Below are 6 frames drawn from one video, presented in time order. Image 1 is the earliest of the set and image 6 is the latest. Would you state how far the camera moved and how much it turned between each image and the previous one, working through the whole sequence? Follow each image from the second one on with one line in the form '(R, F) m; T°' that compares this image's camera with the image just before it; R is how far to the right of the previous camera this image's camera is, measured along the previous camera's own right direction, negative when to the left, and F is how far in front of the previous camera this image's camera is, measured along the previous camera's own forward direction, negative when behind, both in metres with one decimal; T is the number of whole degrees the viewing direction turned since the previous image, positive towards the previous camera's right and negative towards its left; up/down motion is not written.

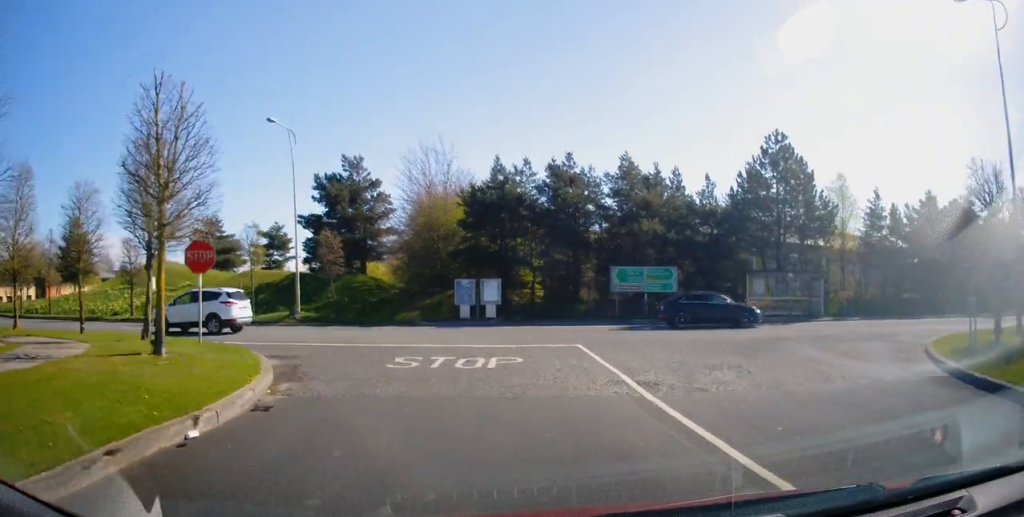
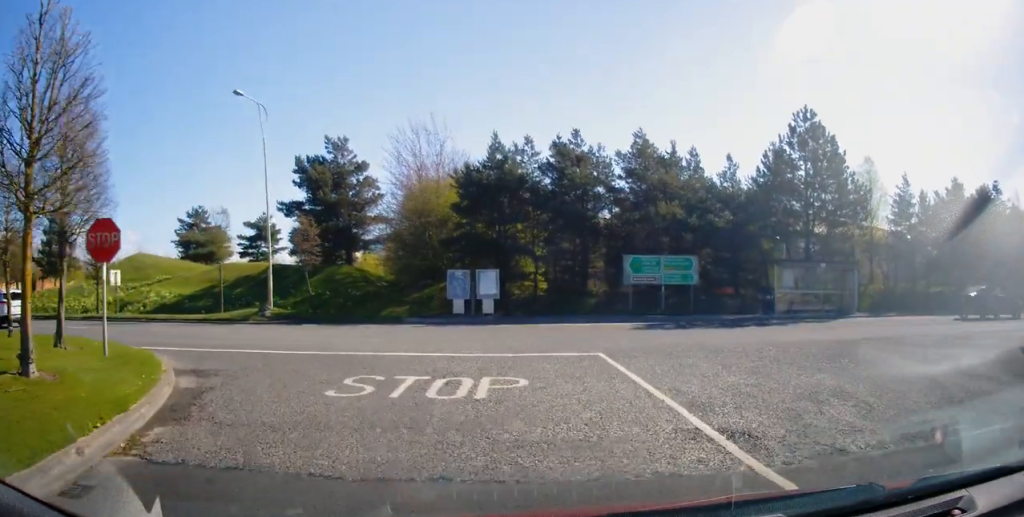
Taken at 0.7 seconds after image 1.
(+0.4, +4.3) m; -2°
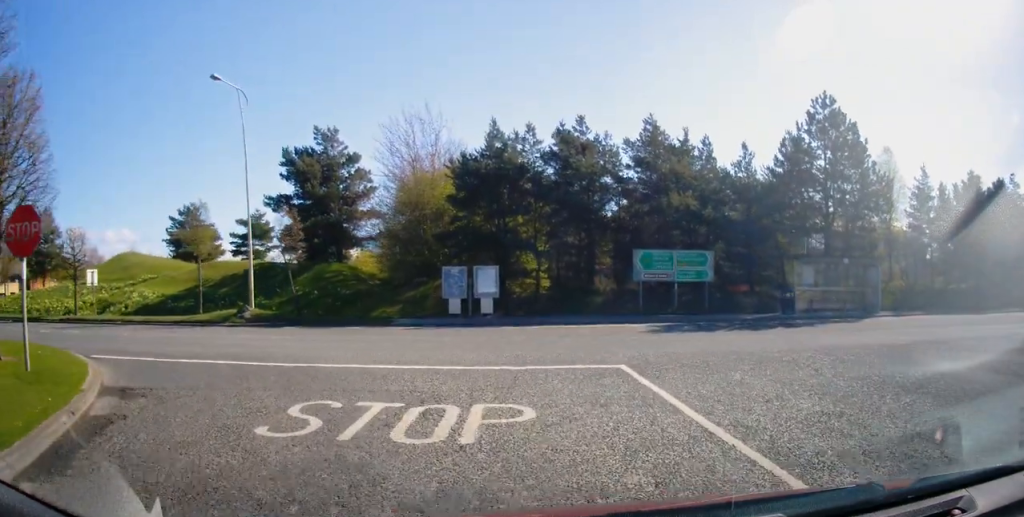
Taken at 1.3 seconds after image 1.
(-0.3, +2.2) m; -2°
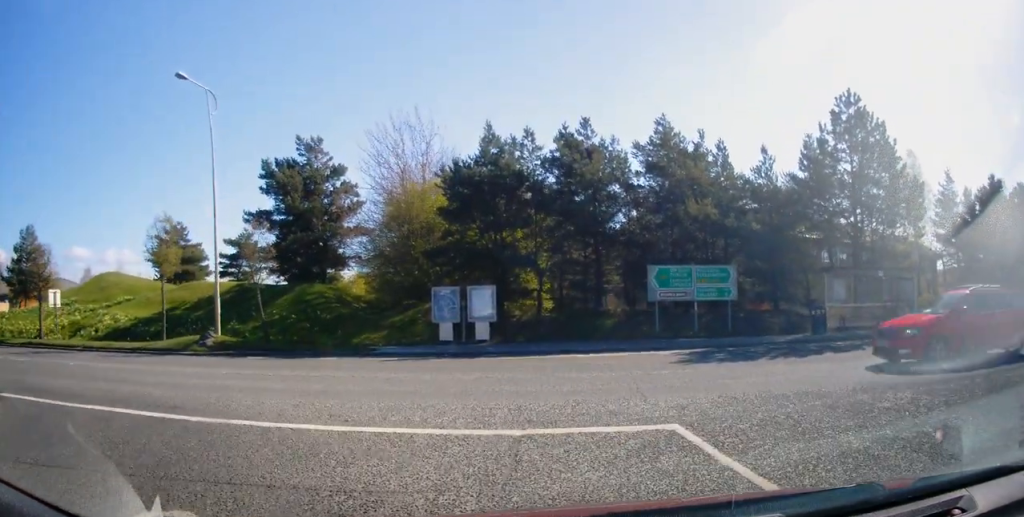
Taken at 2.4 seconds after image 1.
(0.0, +3.3) m; +5°
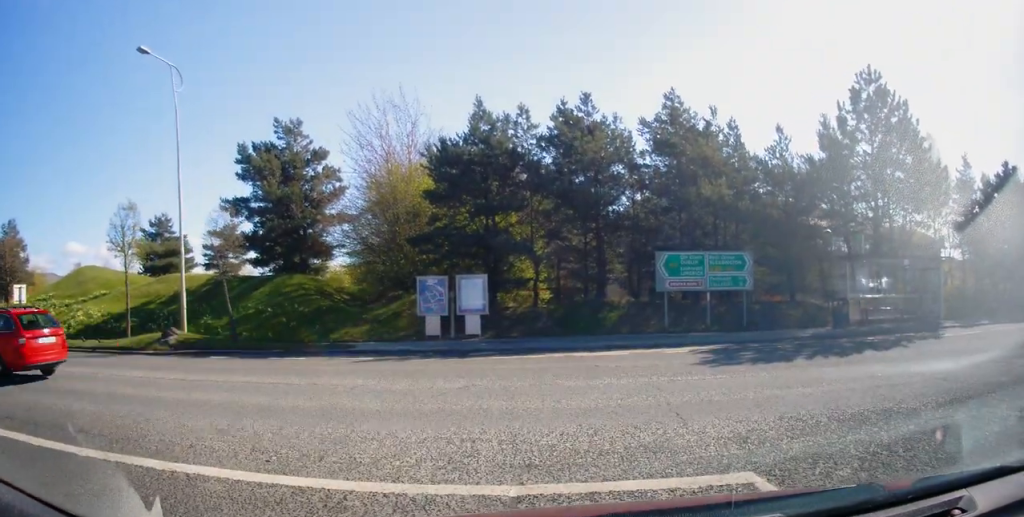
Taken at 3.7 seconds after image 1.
(+0.1, +1.9) m; +3°
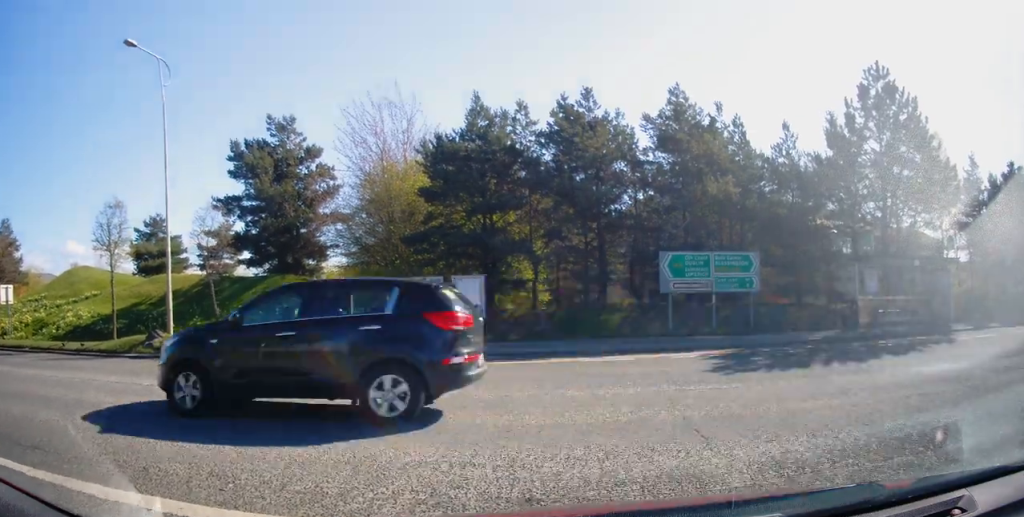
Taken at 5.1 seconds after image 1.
(0.0, +0.7) m; +1°
